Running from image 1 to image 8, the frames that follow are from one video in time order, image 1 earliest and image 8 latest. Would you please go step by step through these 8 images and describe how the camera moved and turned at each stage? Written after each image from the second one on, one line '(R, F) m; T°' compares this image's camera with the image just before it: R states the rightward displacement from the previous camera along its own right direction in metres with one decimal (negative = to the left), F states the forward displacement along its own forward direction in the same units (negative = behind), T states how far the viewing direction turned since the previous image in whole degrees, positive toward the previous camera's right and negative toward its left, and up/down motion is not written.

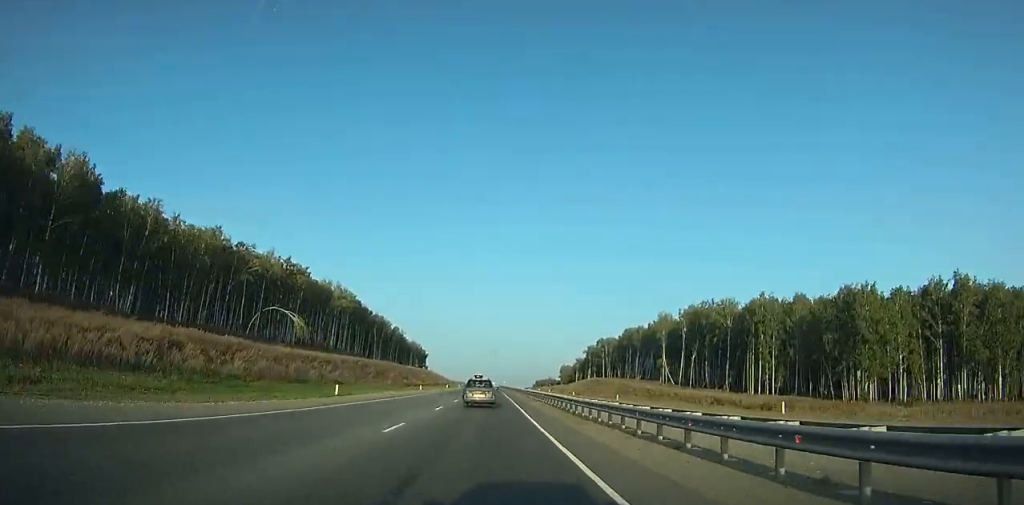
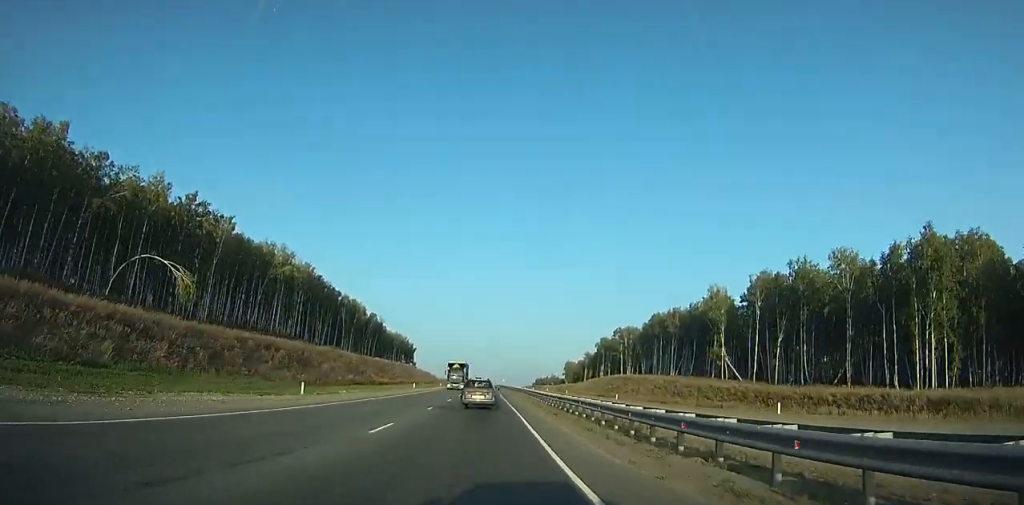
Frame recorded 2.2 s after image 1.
(0.0, +47.0) m; 0°
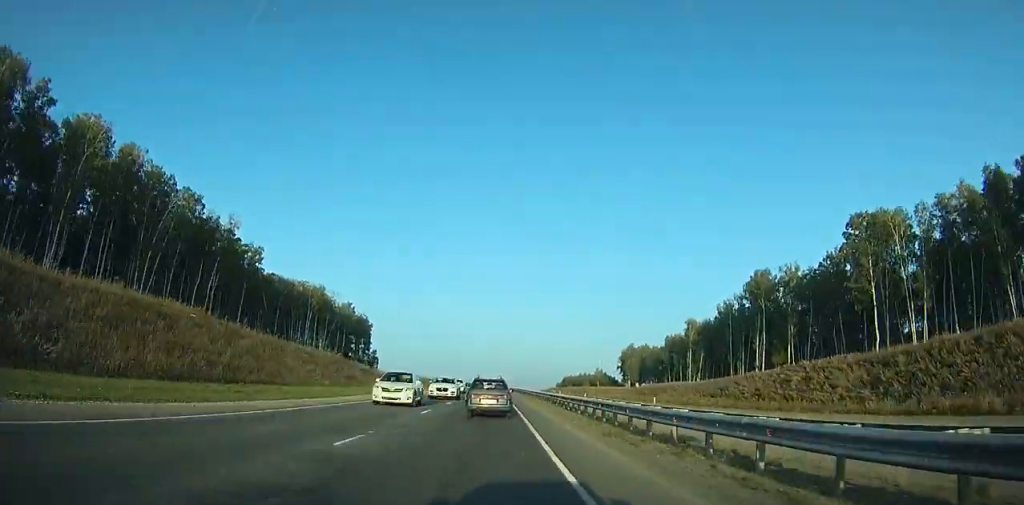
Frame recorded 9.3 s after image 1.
(-0.2, +159.1) m; -1°
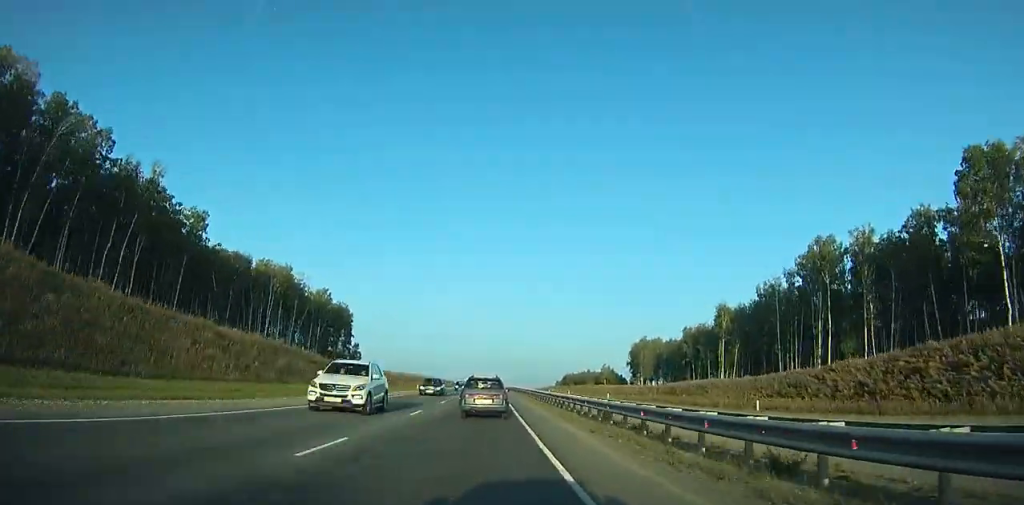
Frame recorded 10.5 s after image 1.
(0.0, +27.0) m; 0°
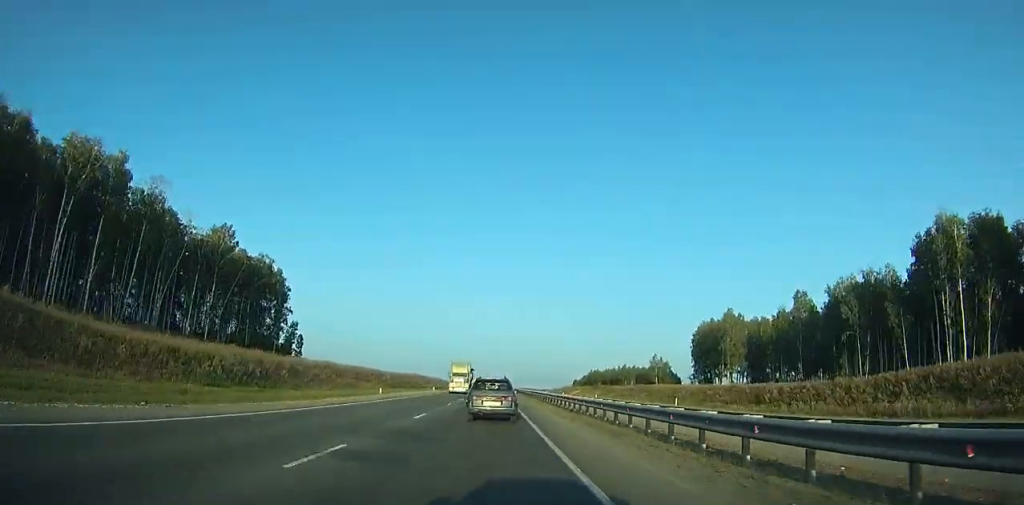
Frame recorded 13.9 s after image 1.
(+0.9, +73.7) m; +3°
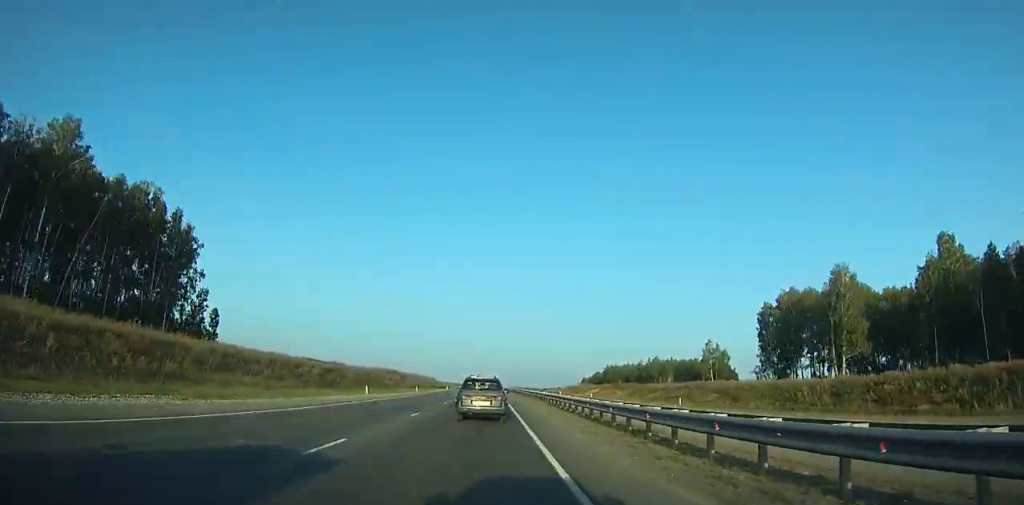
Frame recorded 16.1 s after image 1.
(+1.8, +46.1) m; +2°
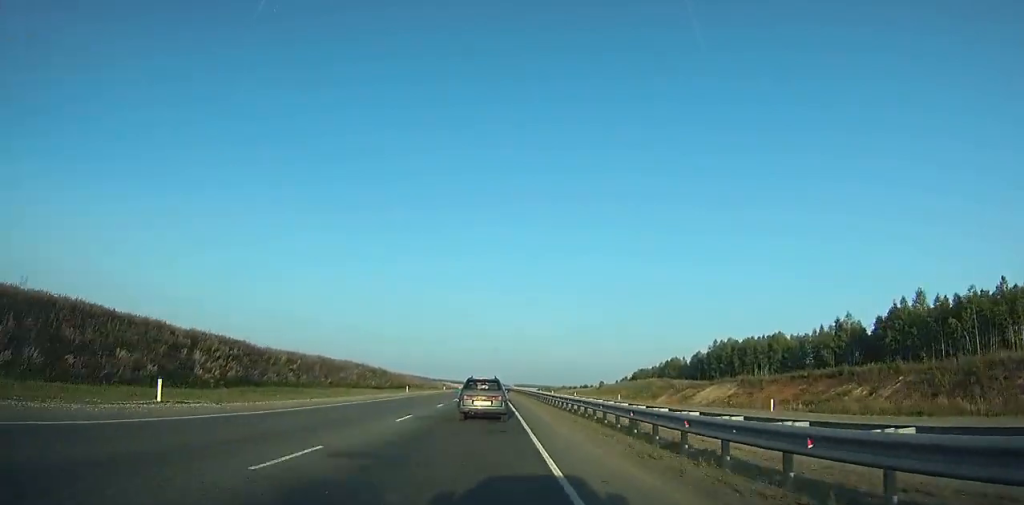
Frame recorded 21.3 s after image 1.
(-9.7, +103.6) m; -9°
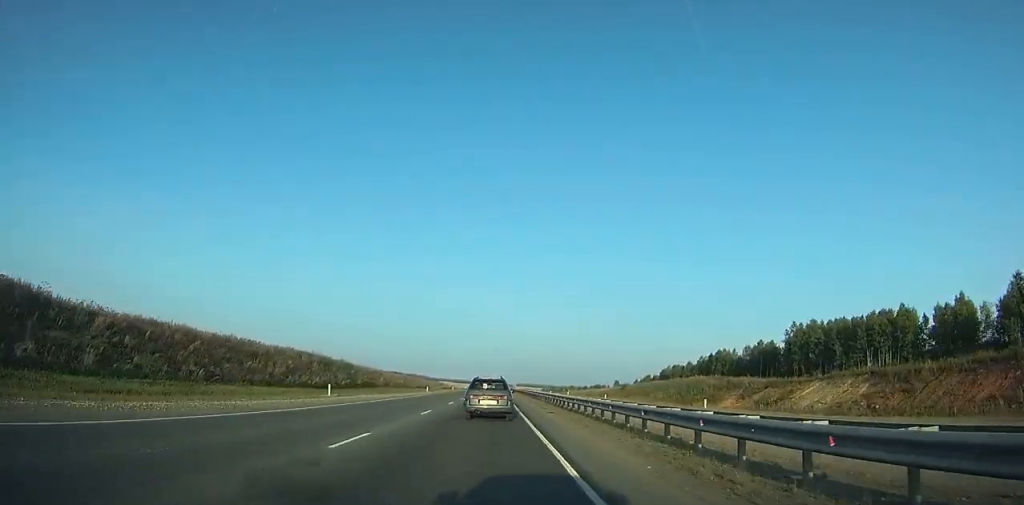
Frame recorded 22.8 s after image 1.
(-1.2, +30.8) m; 0°
